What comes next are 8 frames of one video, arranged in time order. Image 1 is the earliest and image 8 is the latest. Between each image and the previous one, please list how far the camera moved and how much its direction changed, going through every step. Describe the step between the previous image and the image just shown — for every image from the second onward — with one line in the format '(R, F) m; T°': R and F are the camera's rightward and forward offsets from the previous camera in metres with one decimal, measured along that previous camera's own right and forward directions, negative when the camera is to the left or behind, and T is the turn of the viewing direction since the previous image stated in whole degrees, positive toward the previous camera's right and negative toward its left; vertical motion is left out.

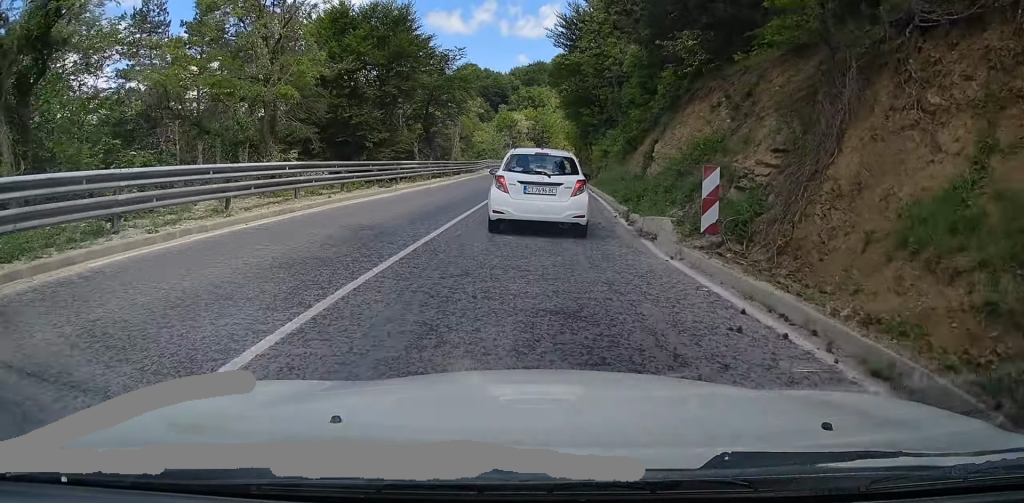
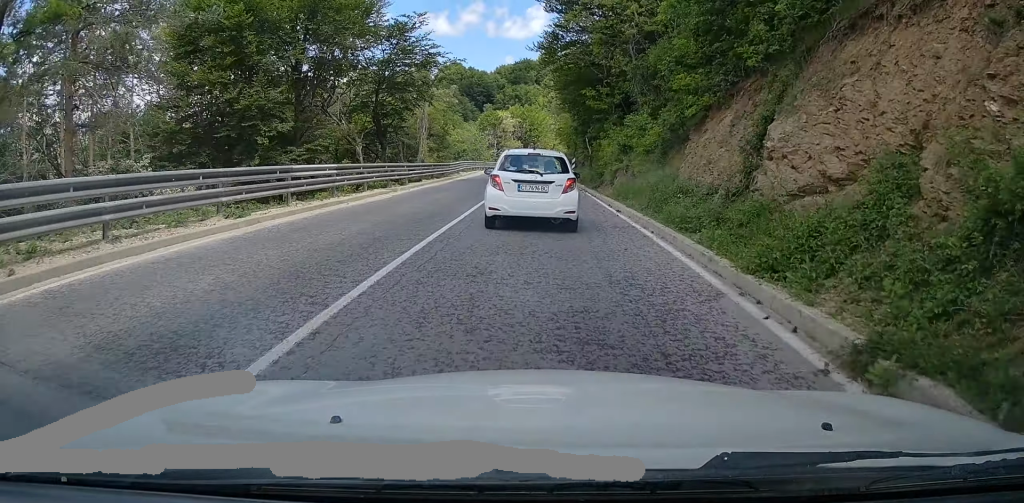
(-0.2, +12.3) m; 0°
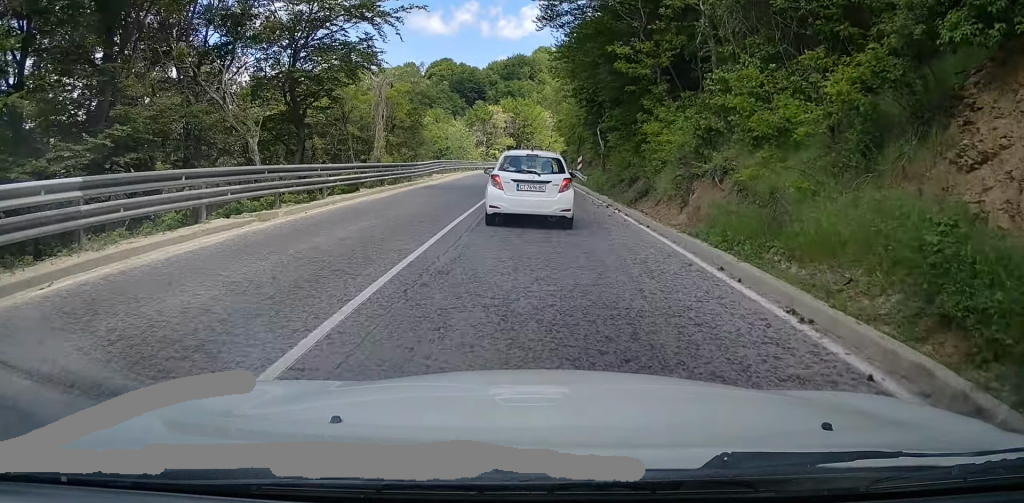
(+0.2, +12.5) m; +1°
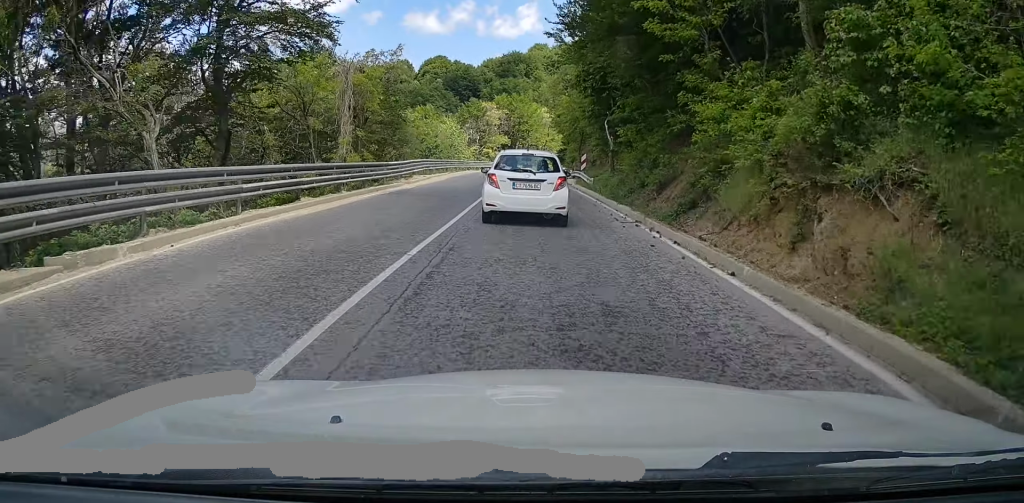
(-0.1, +5.8) m; +1°
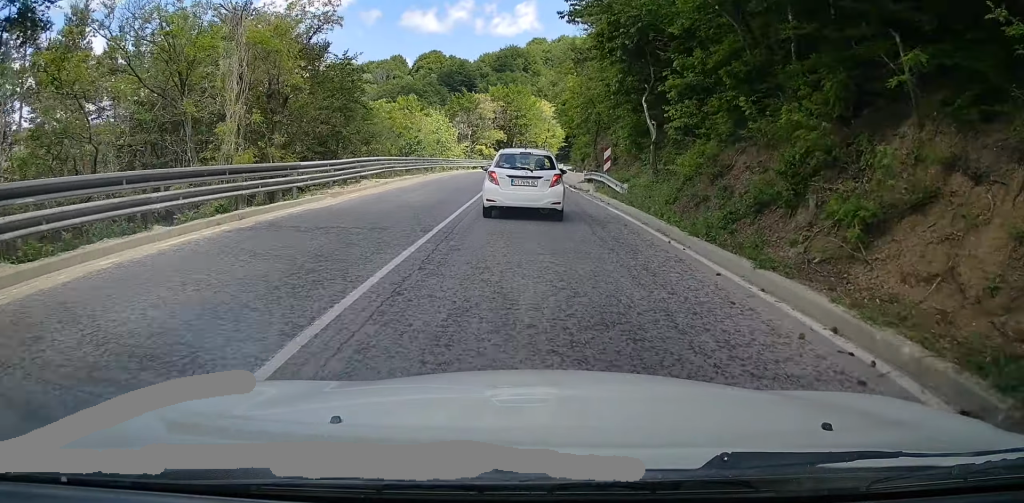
(+0.2, +11.3) m; +1°
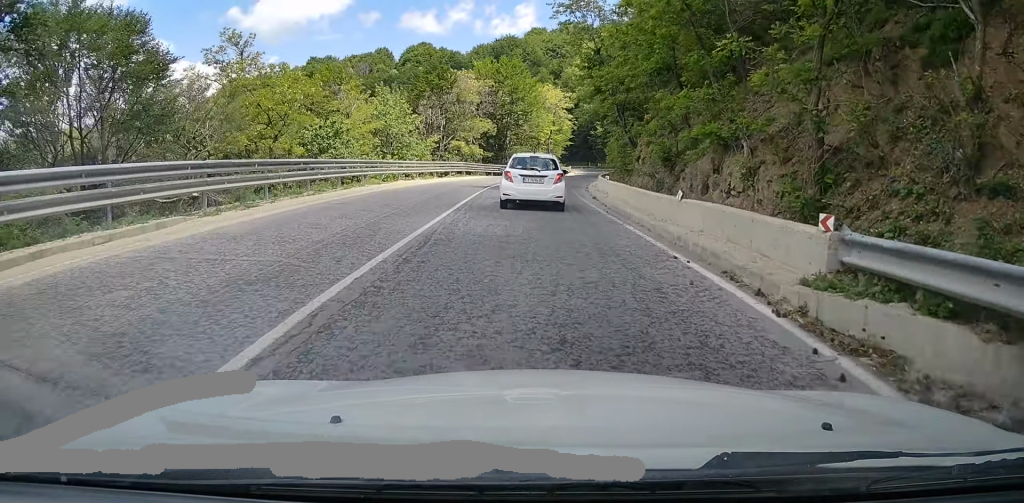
(-0.2, +27.2) m; 0°
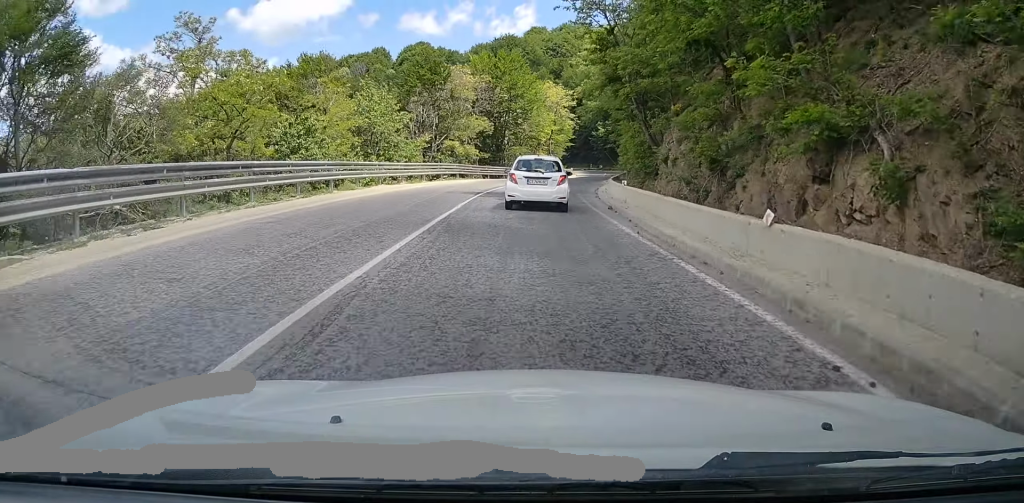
(+0.1, +4.7) m; 0°
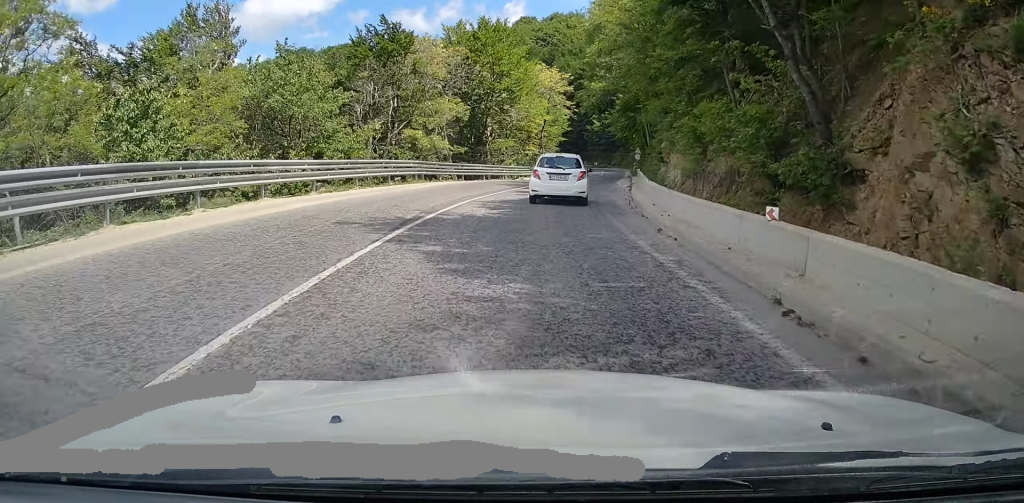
(-0.1, +13.9) m; 0°
